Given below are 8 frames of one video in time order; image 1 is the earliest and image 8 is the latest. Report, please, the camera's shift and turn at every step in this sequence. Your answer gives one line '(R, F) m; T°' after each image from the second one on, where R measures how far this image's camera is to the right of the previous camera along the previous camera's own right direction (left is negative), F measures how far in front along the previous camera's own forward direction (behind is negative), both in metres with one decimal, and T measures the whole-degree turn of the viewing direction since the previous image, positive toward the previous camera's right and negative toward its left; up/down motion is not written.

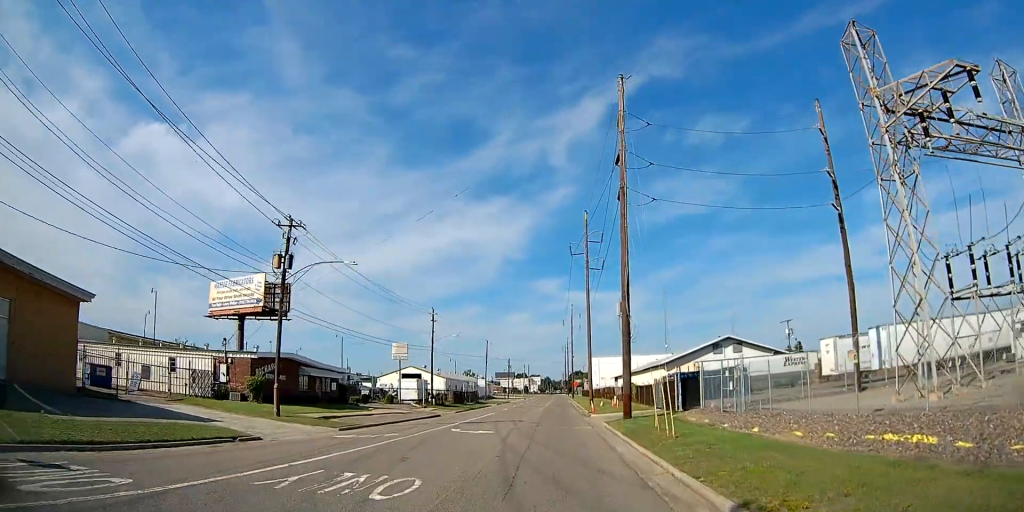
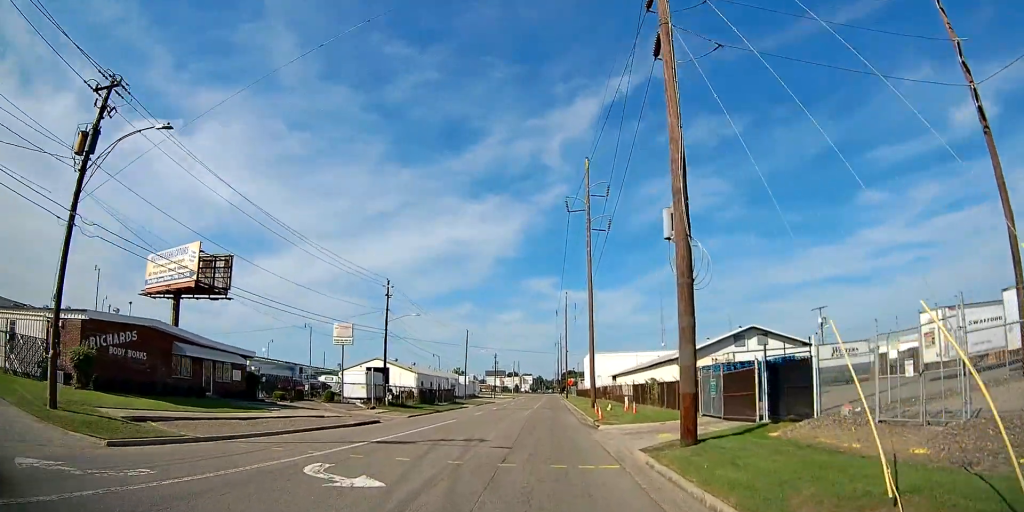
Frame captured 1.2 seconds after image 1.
(+1.9, +15.4) m; +4°
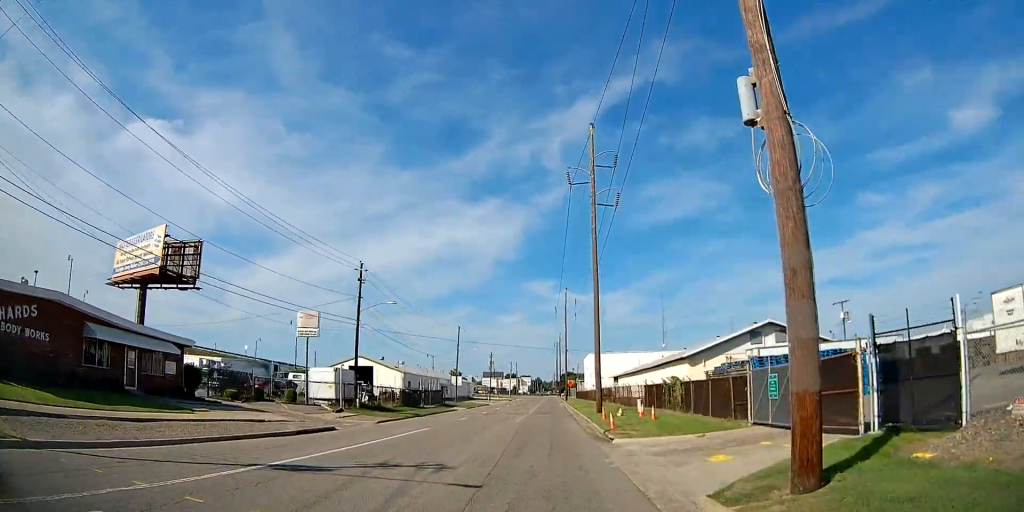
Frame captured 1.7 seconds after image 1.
(-0.2, +7.0) m; -2°
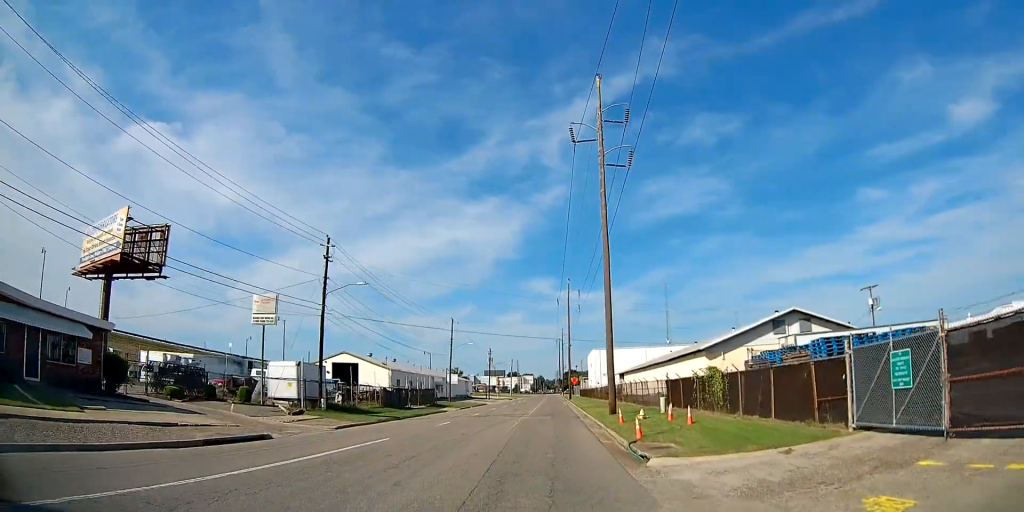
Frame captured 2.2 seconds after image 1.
(0.0, +7.7) m; 0°
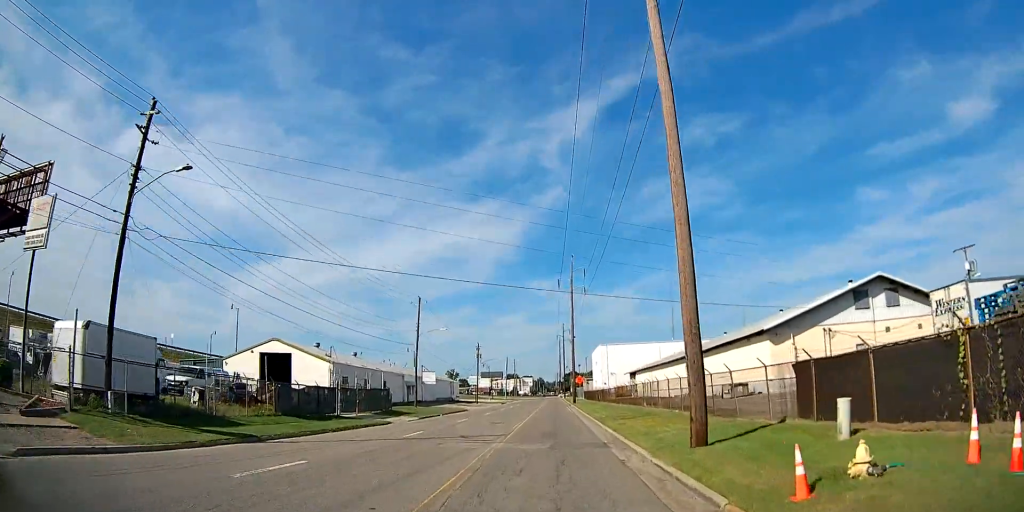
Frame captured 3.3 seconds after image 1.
(0.0, +19.8) m; +1°
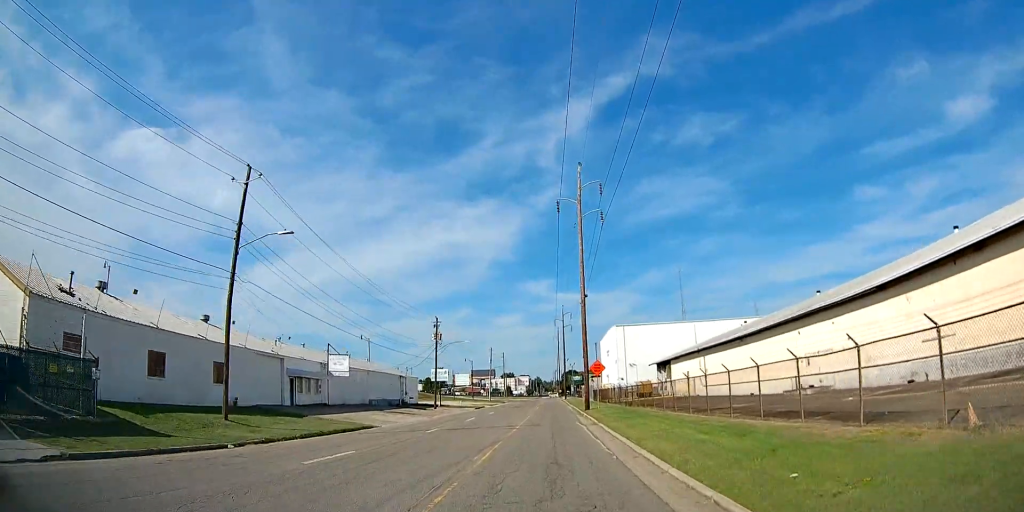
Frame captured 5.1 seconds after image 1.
(+0.4, +34.5) m; +1°
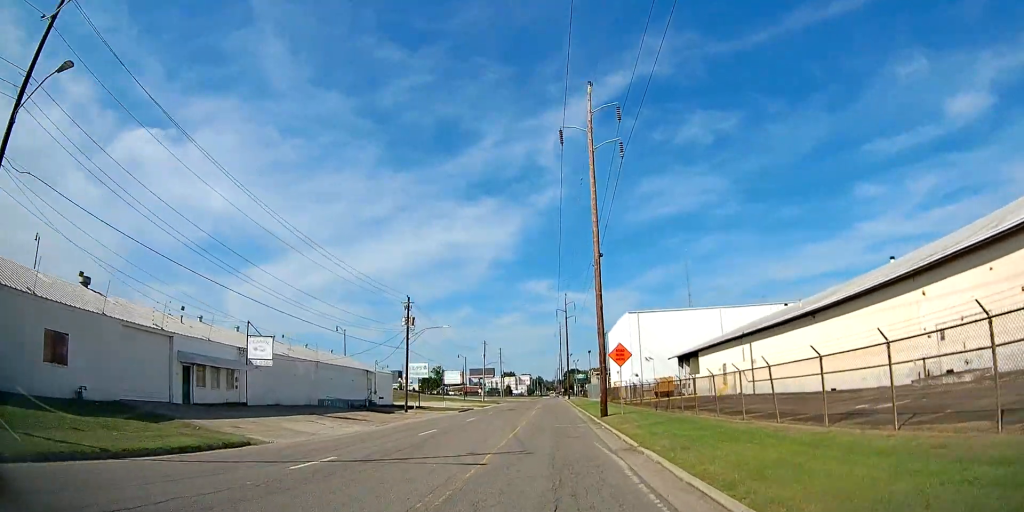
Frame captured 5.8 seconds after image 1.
(0.0, +13.9) m; 0°
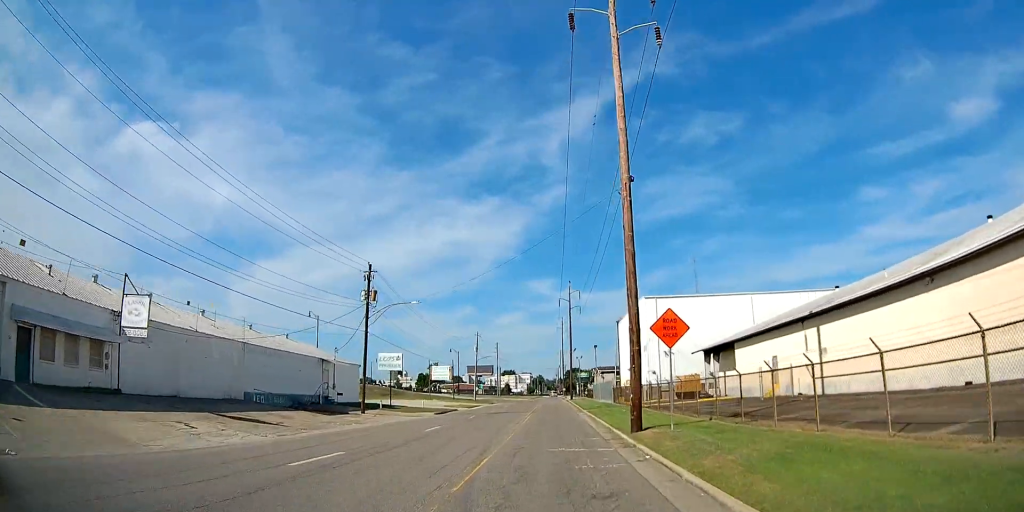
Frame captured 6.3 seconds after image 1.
(0.0, +12.3) m; 0°
